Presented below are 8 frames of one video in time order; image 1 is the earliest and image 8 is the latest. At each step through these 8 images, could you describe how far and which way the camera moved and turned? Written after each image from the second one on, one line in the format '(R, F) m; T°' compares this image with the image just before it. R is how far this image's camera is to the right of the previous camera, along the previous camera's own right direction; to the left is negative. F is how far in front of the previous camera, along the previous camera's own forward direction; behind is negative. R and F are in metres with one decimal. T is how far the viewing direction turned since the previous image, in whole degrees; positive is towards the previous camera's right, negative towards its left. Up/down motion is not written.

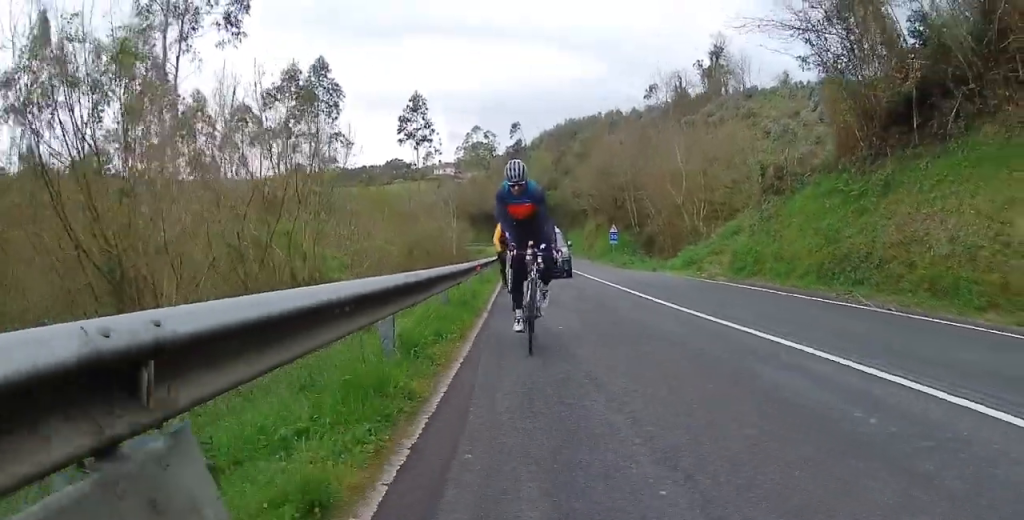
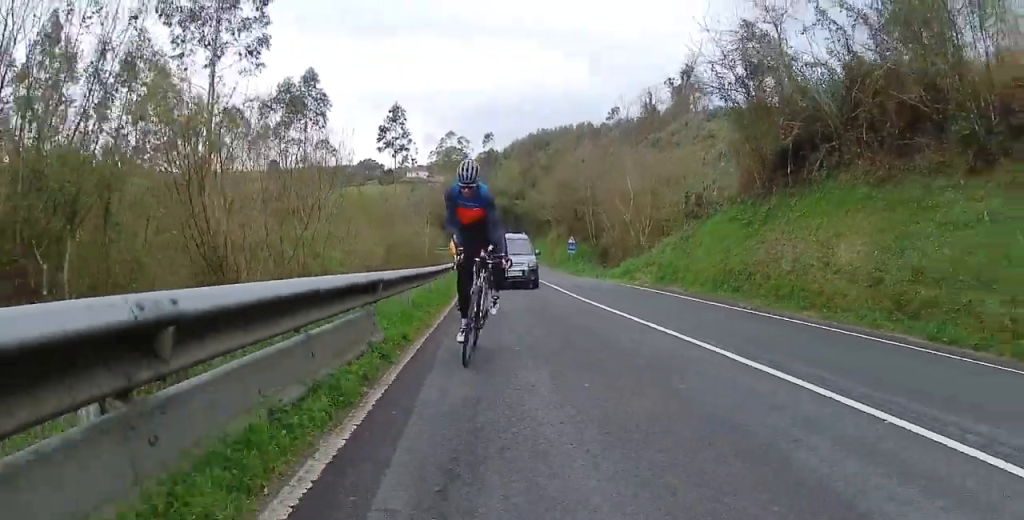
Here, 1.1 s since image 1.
(-0.1, +4.5) m; -2°
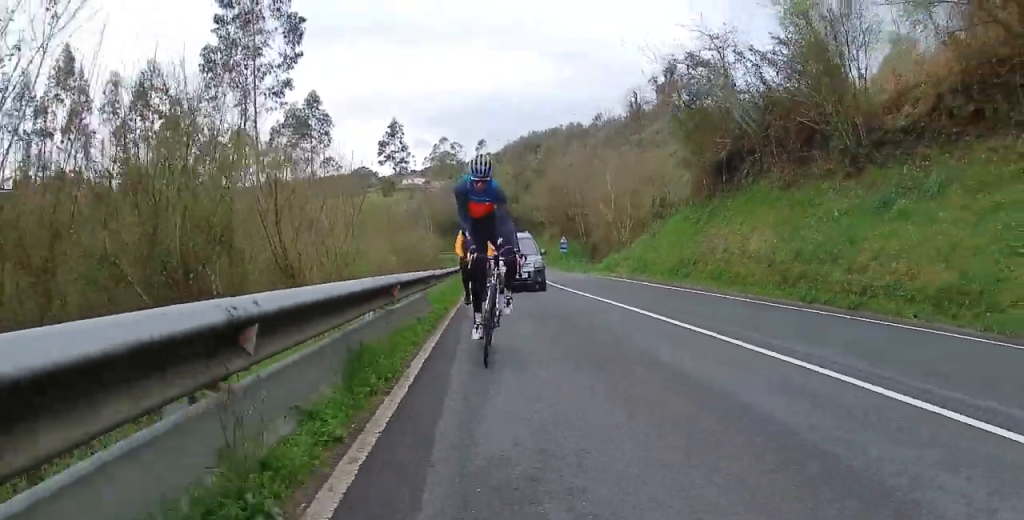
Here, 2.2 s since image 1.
(0.0, +4.3) m; +1°
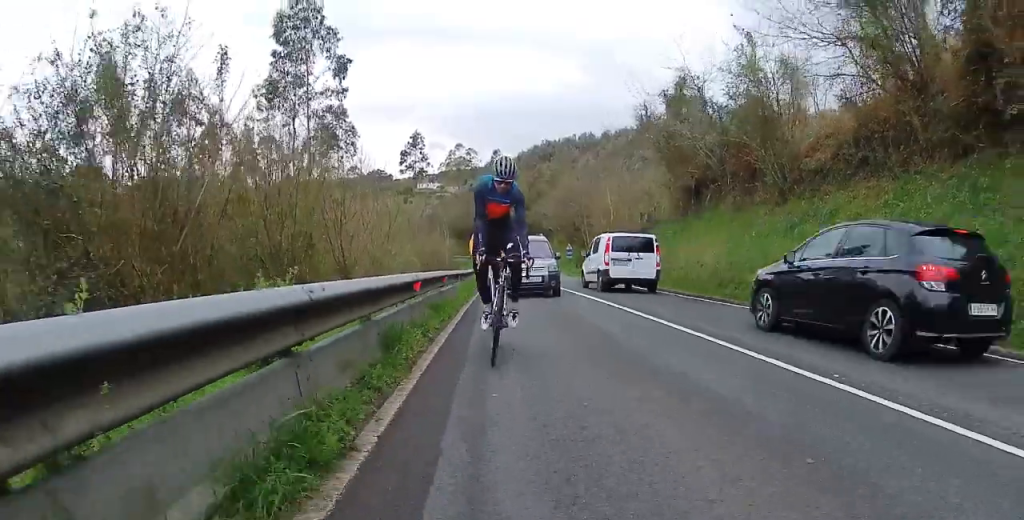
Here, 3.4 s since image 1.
(+0.1, +4.8) m; -1°
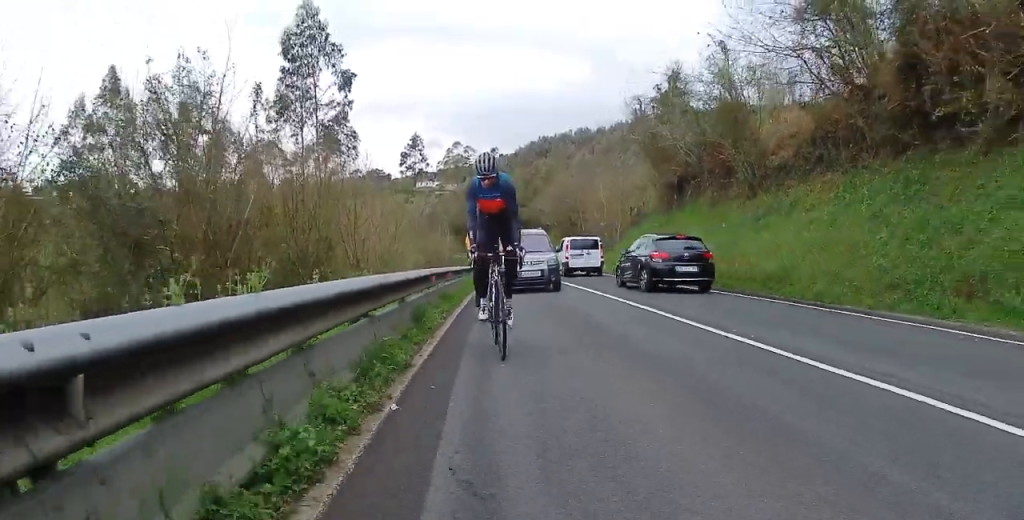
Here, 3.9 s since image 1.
(-0.1, +2.1) m; -1°
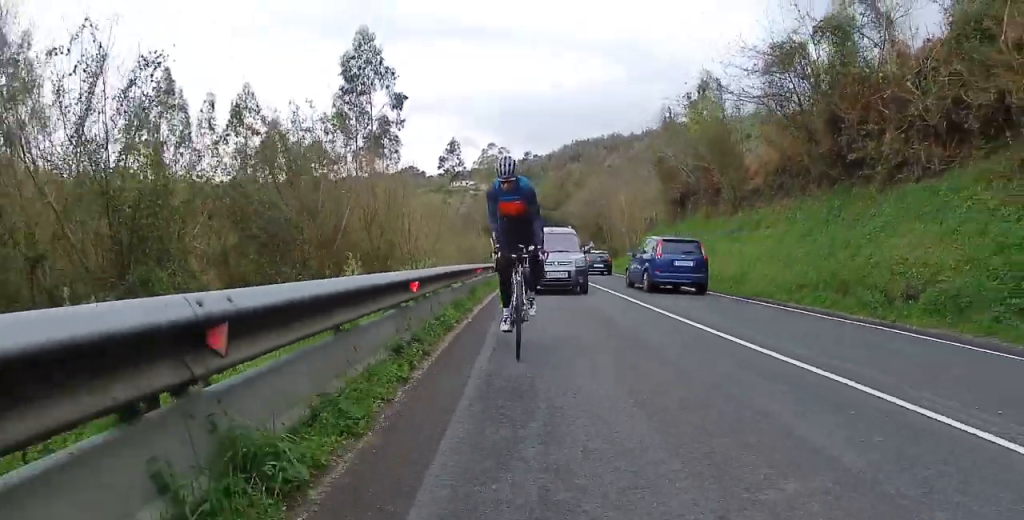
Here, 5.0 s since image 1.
(-0.1, +4.9) m; +4°
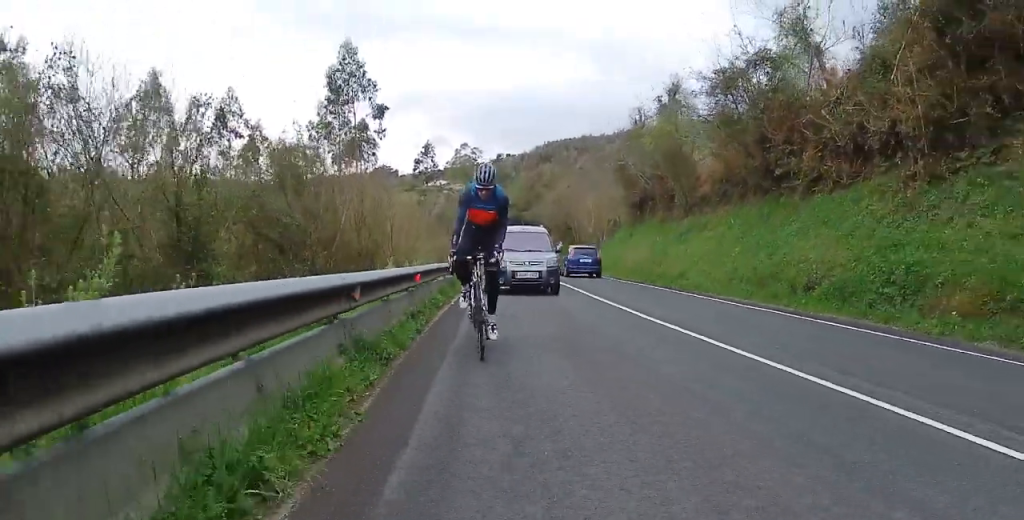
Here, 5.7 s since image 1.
(+0.1, +3.0) m; +2°
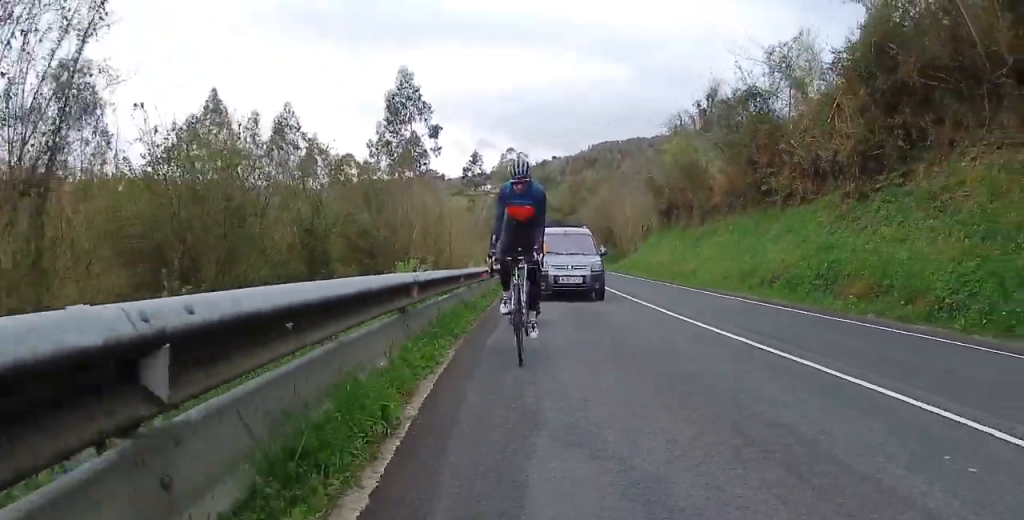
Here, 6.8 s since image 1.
(0.0, +5.1) m; -6°
